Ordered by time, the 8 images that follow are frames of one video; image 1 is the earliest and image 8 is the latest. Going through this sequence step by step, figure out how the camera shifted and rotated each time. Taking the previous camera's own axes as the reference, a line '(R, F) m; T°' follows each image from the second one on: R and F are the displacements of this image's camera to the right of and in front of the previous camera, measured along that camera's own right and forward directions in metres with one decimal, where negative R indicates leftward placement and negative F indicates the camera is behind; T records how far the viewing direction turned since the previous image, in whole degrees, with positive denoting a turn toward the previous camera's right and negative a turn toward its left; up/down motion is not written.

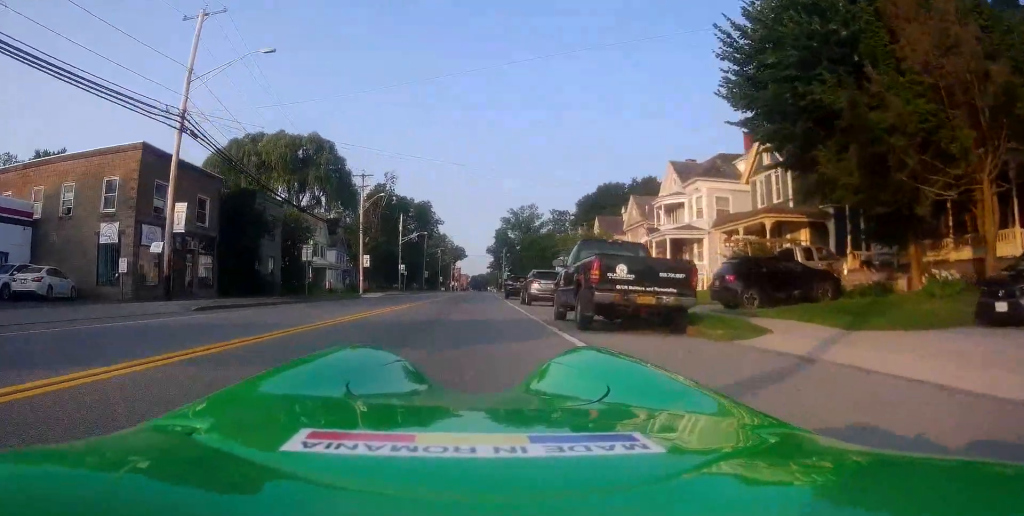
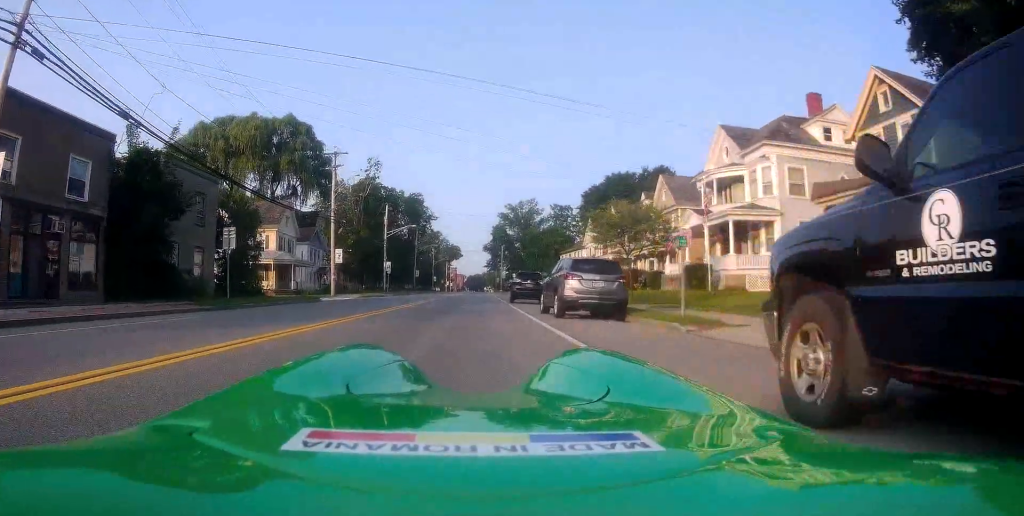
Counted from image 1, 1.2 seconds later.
(+0.2, +11.1) m; +2°
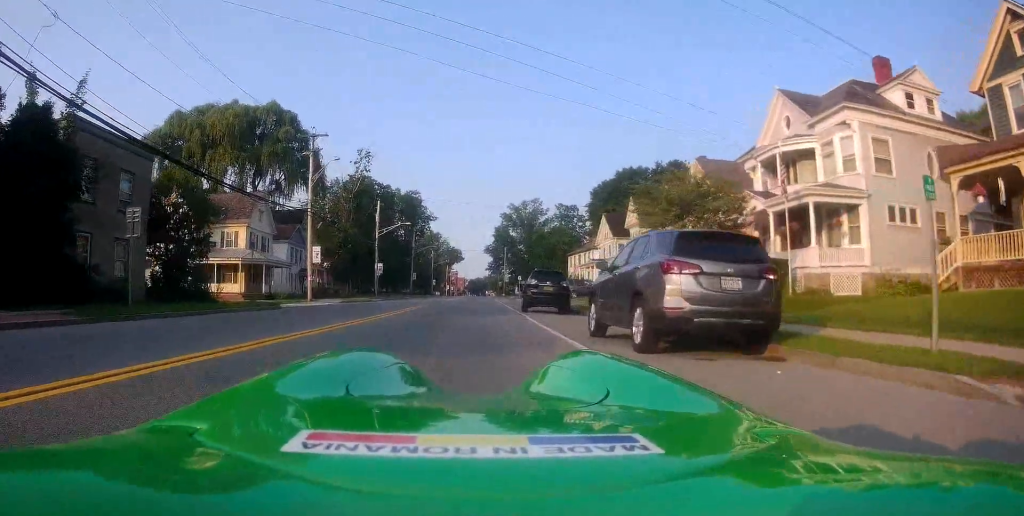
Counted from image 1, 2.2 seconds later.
(+0.2, +8.0) m; +2°
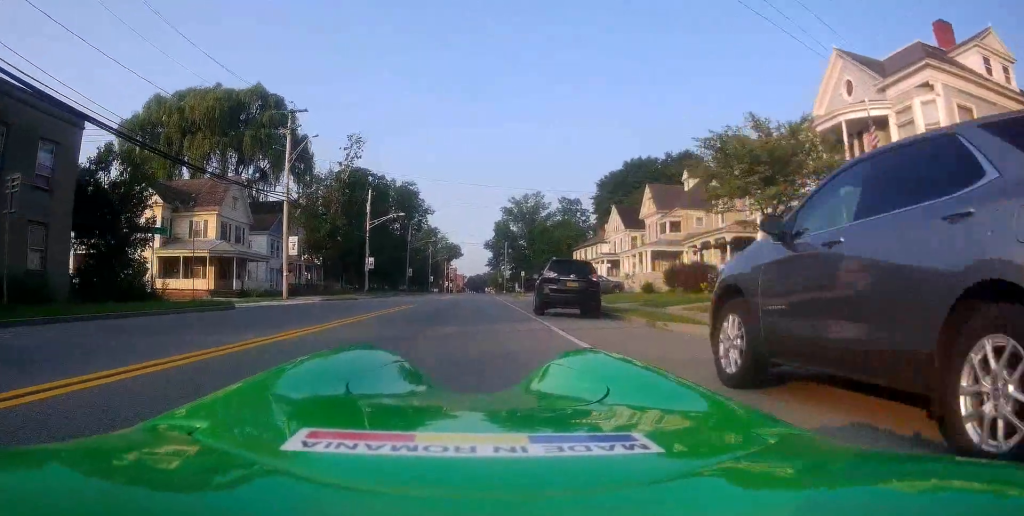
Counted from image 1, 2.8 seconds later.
(+0.1, +5.7) m; -1°
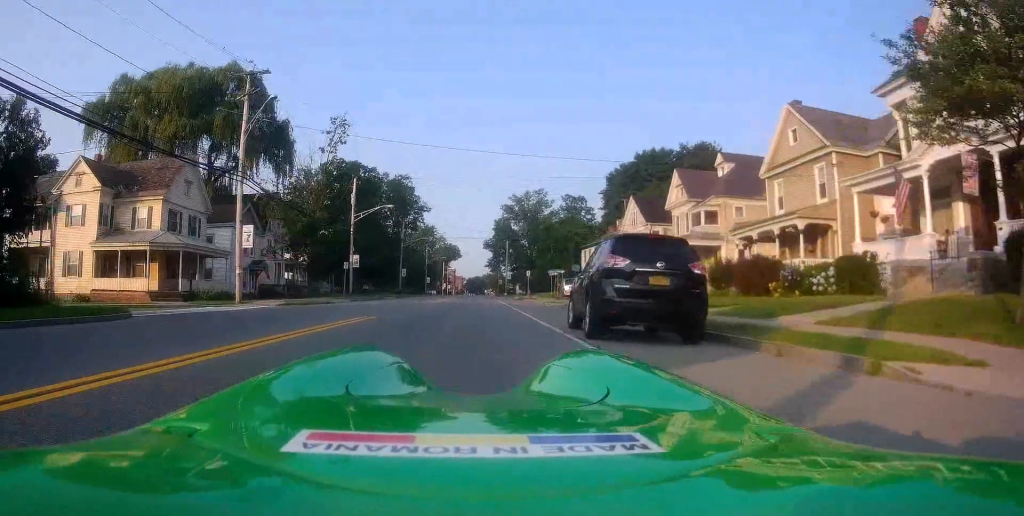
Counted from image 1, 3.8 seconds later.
(-0.1, +7.7) m; -3°
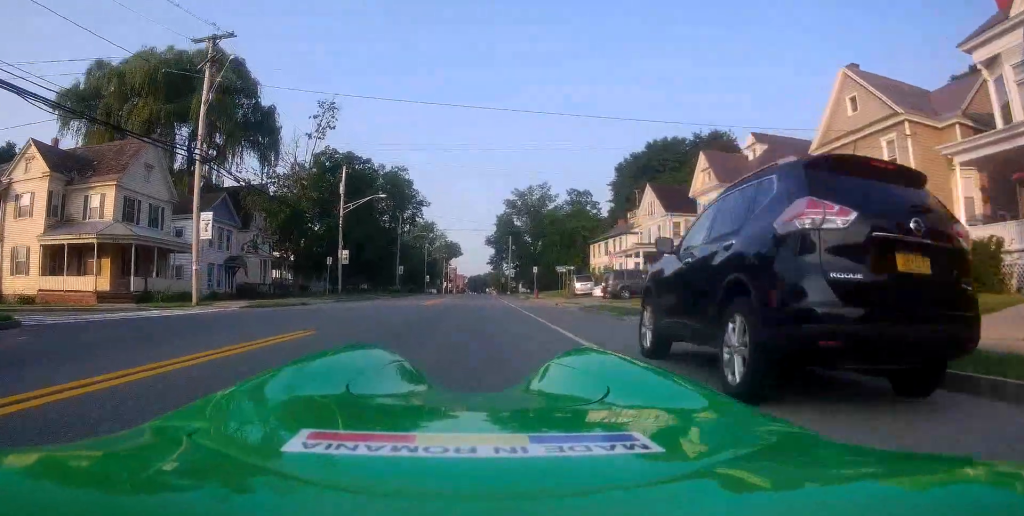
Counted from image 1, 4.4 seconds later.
(-0.4, +5.2) m; 0°
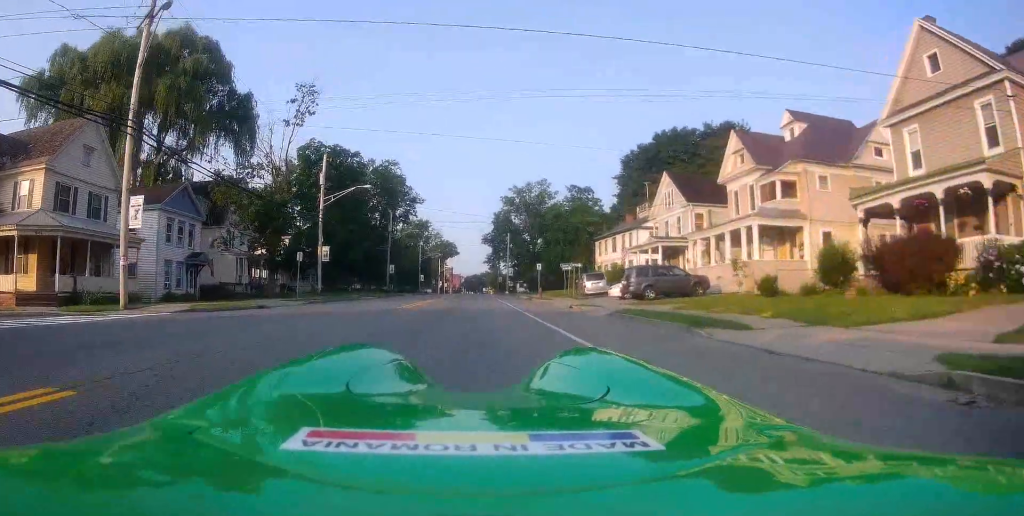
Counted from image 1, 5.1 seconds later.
(+0.2, +5.8) m; +1°
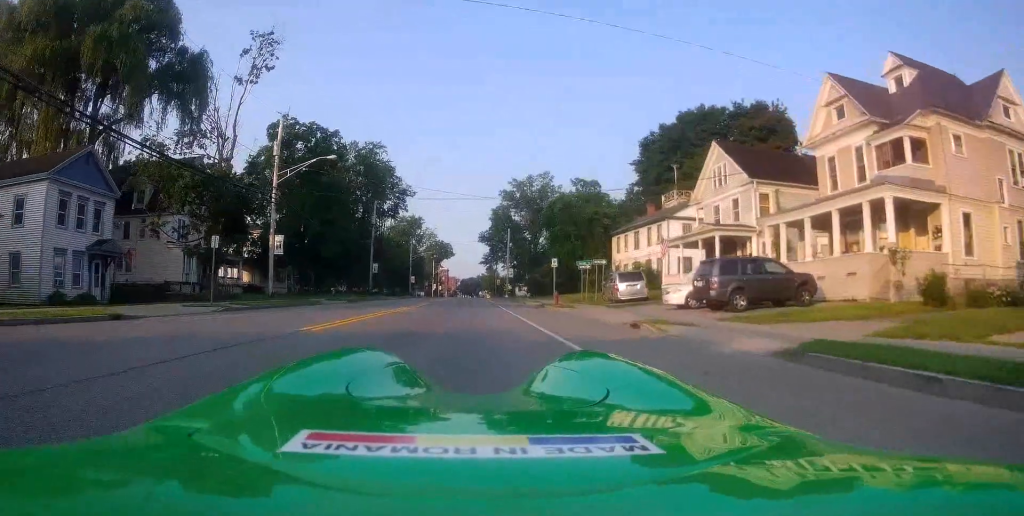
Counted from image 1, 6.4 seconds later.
(+0.1, +10.6) m; +1°
